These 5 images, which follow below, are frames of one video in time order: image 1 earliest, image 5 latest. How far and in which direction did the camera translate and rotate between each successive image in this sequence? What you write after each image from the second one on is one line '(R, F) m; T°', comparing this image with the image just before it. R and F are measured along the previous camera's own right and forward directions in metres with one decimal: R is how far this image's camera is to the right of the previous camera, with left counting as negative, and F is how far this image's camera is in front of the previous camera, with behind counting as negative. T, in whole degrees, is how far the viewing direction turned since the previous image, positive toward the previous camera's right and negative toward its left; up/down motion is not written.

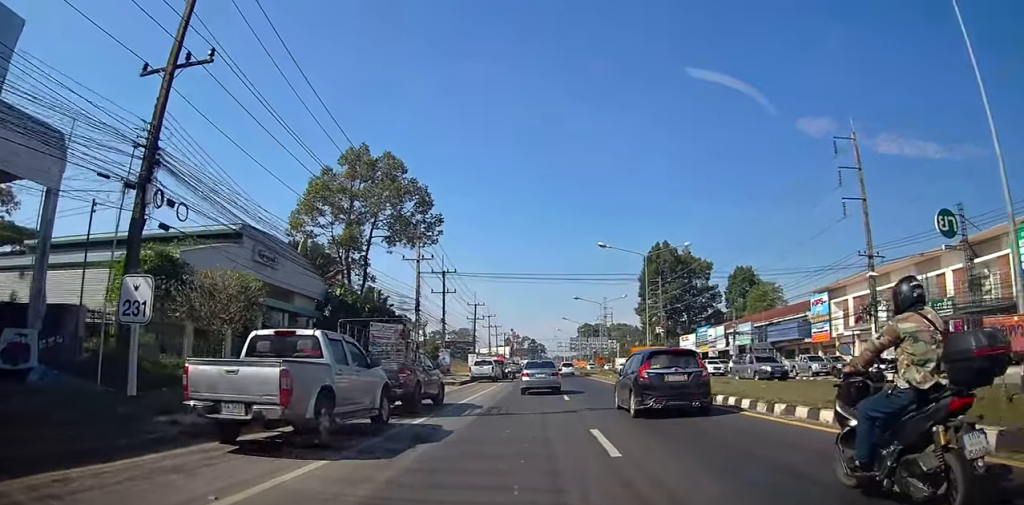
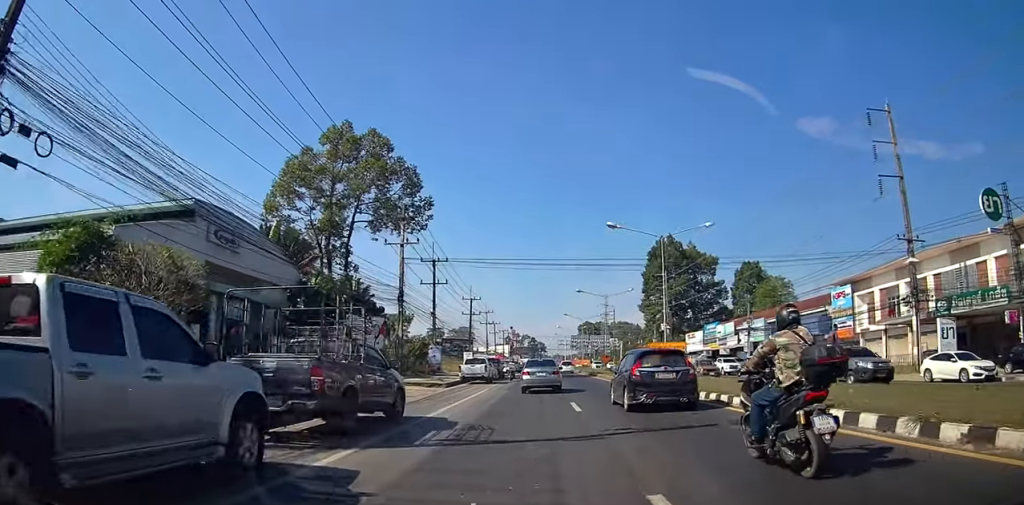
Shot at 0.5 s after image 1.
(0.0, +5.2) m; -1°
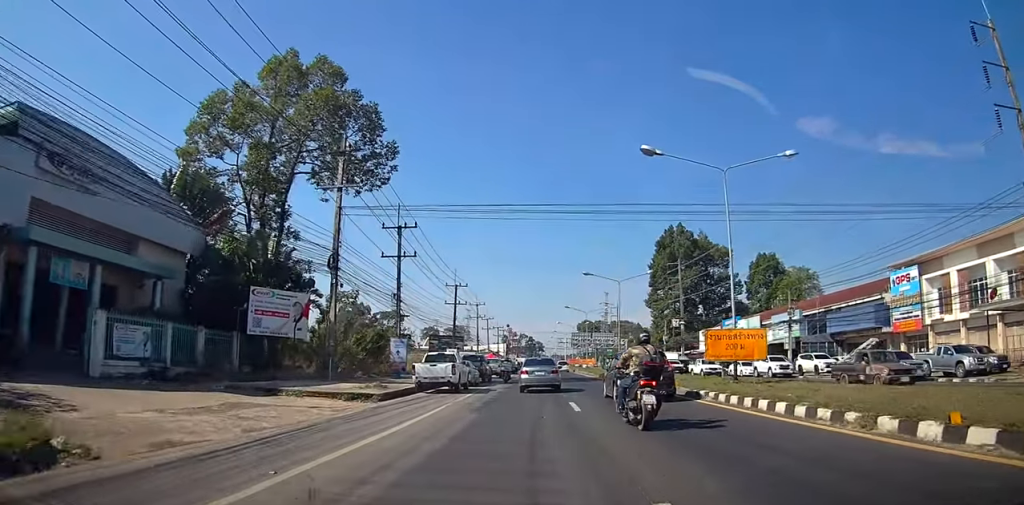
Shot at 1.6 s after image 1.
(-0.3, +12.2) m; -1°
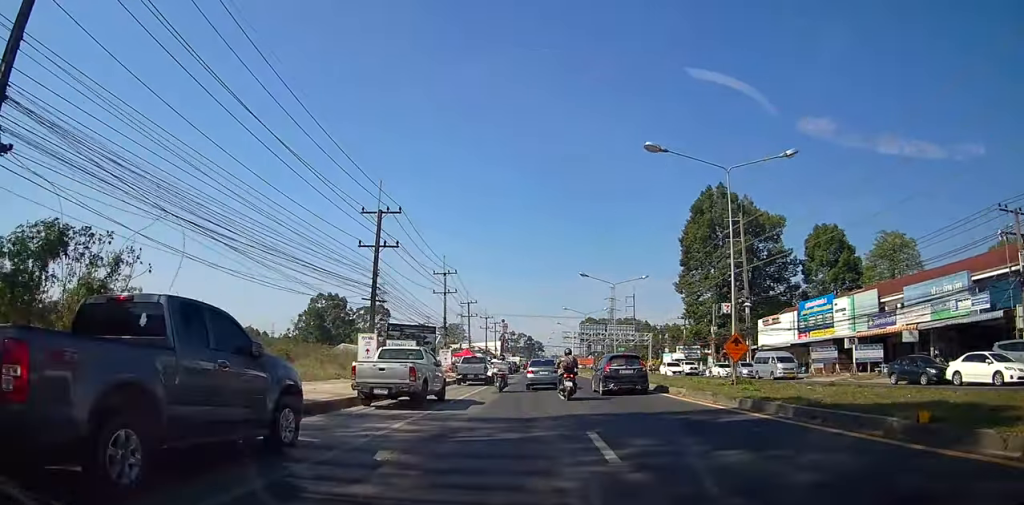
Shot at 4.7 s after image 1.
(+0.3, +30.9) m; +3°
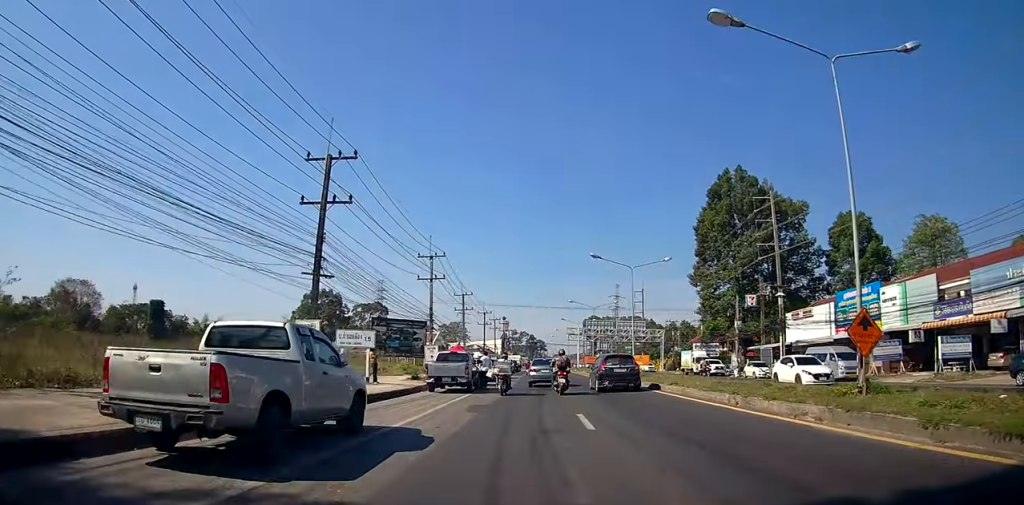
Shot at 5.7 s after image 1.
(+0.2, +9.0) m; +1°
